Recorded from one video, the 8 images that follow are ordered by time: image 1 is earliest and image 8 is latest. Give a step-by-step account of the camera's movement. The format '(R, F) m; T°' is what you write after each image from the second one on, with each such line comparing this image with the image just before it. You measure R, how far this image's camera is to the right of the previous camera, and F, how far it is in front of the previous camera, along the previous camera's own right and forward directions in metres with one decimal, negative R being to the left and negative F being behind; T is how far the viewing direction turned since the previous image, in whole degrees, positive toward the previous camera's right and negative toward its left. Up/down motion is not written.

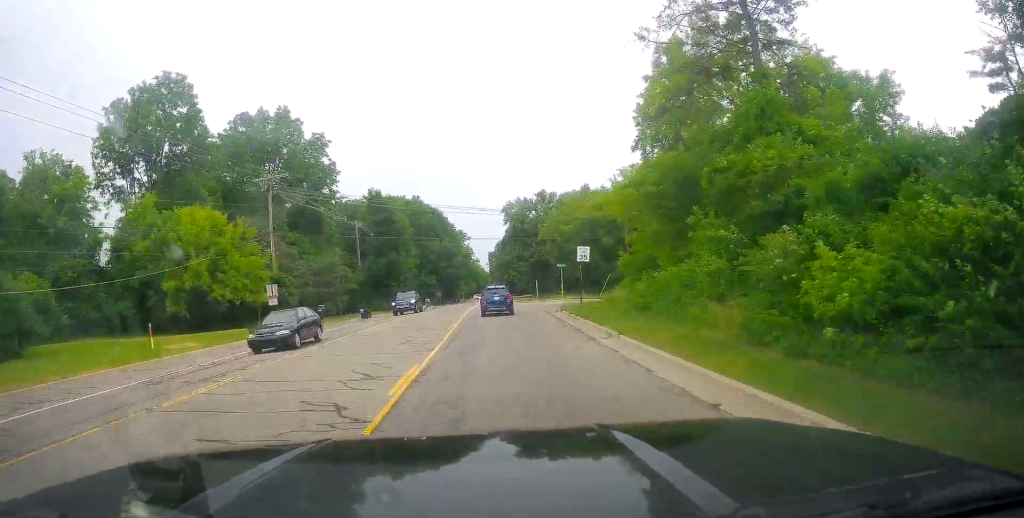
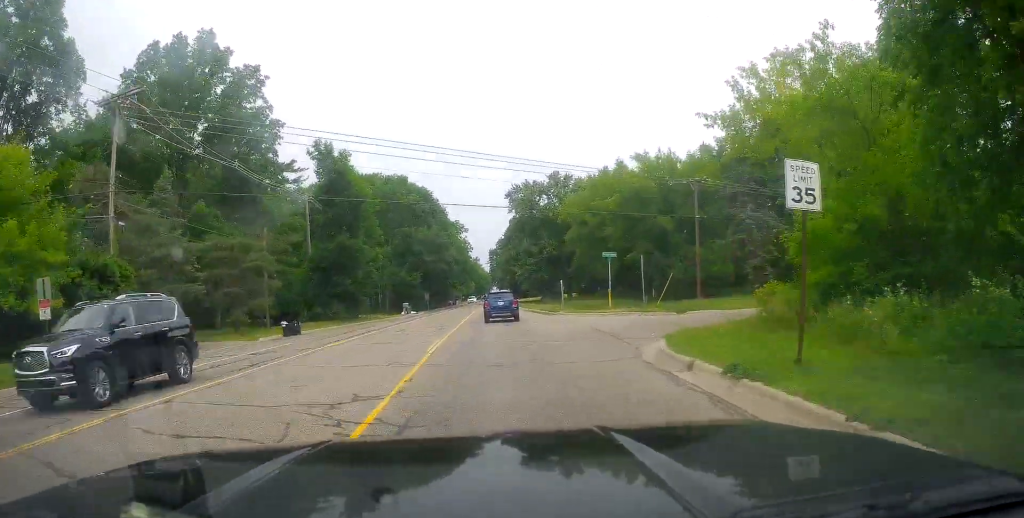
(+0.2, +21.3) m; 0°
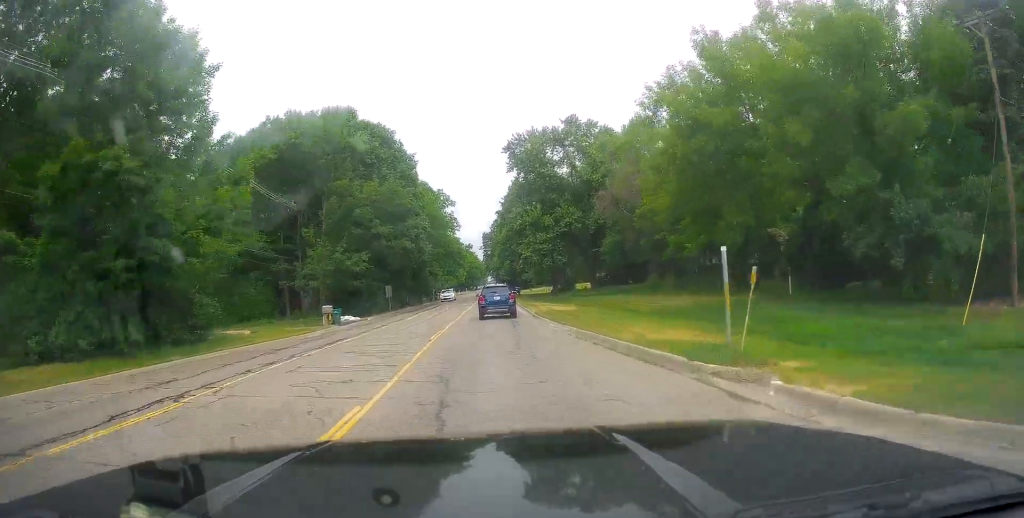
(-0.3, +28.5) m; 0°
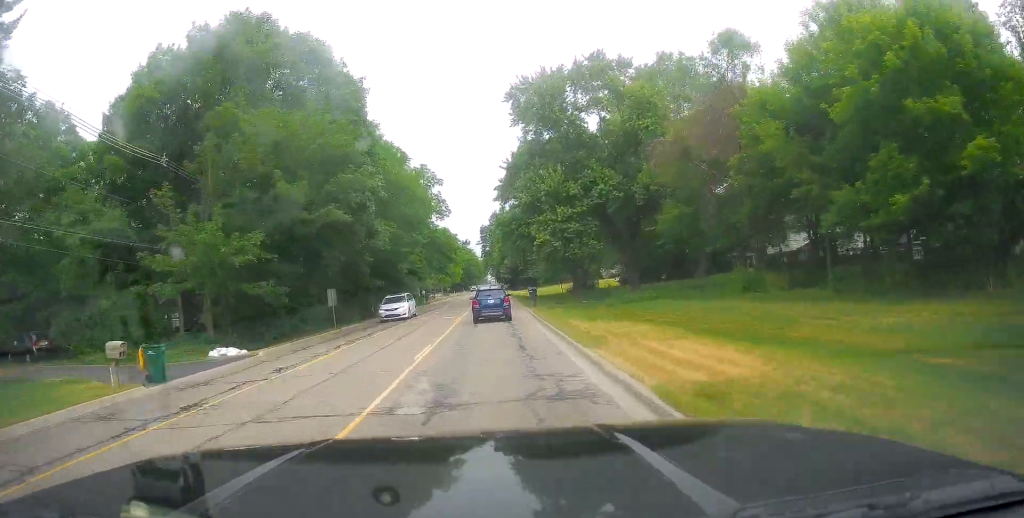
(+0.4, +20.9) m; +1°
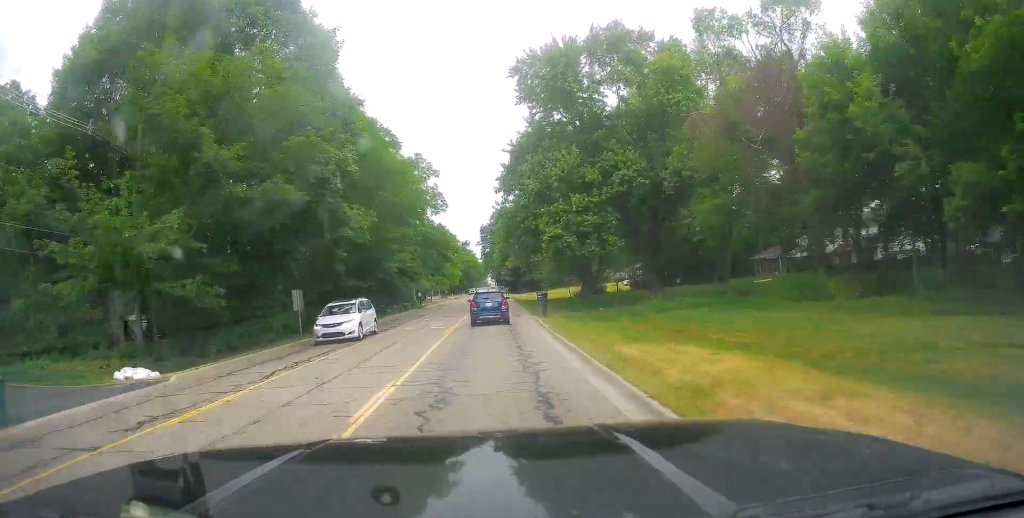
(-0.2, +6.9) m; 0°
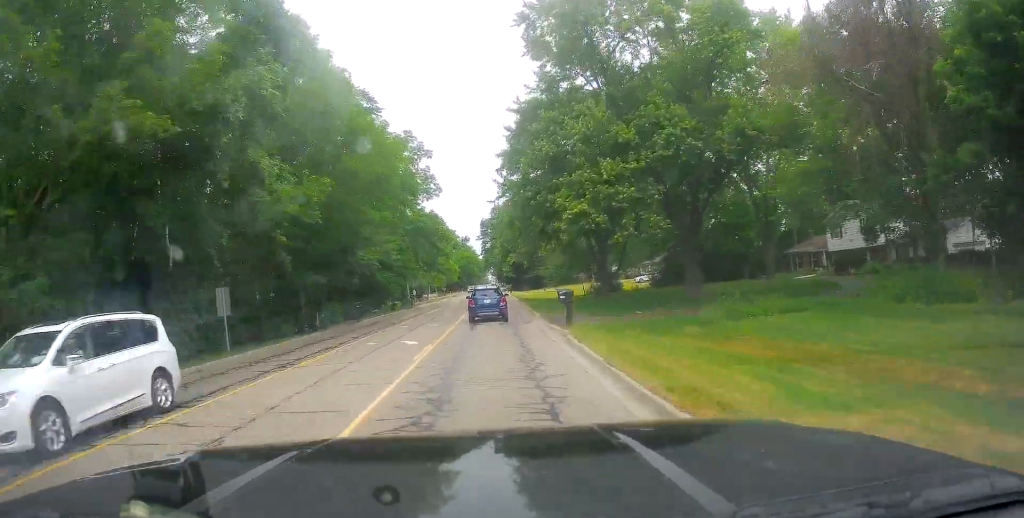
(+0.2, +9.0) m; -1°
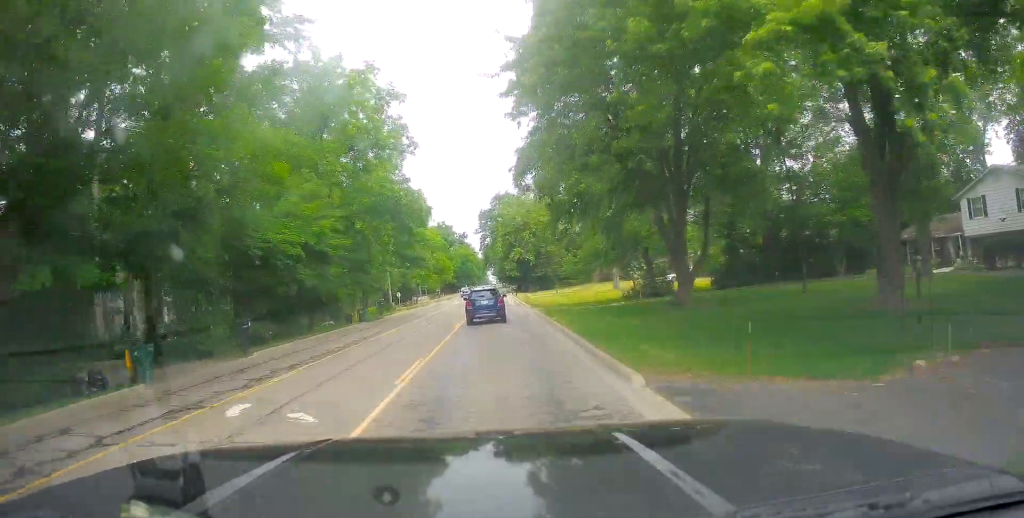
(-0.3, +18.6) m; -1°
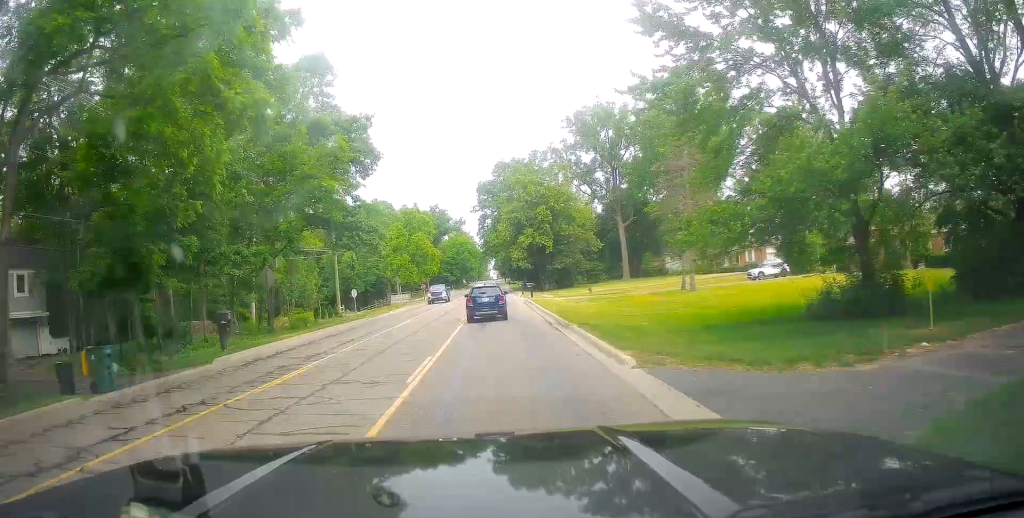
(+0.5, +29.1) m; +1°
